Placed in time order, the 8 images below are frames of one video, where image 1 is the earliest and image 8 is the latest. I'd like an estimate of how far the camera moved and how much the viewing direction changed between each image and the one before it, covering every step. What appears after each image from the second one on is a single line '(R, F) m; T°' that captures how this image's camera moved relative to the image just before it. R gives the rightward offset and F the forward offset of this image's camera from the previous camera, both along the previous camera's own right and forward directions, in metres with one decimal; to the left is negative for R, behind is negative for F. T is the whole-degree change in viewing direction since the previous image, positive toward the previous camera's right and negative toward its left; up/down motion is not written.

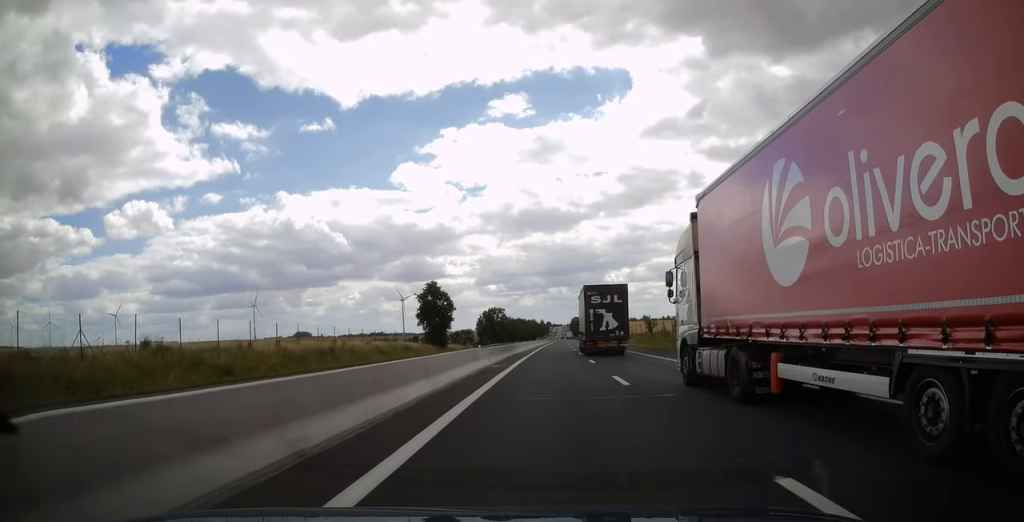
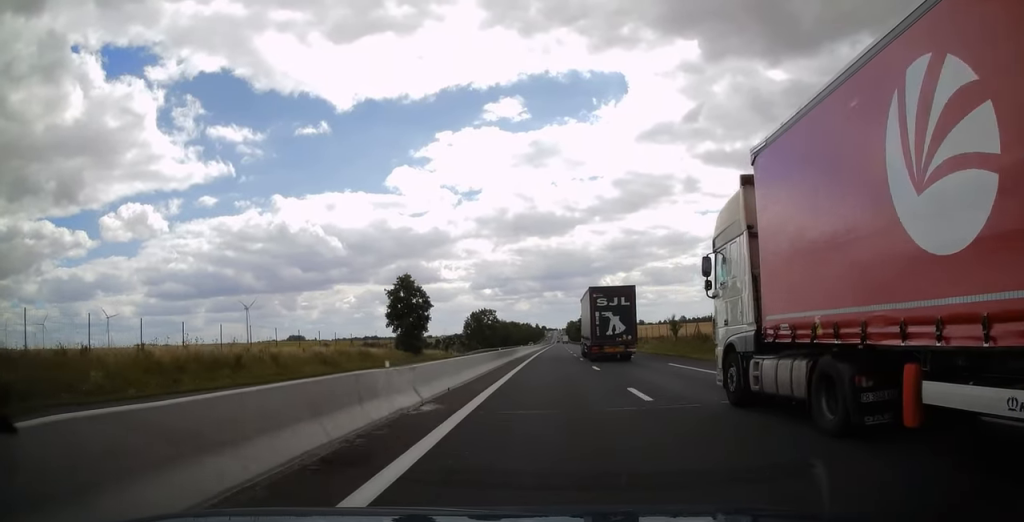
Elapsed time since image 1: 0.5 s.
(+0.1, +15.4) m; 0°
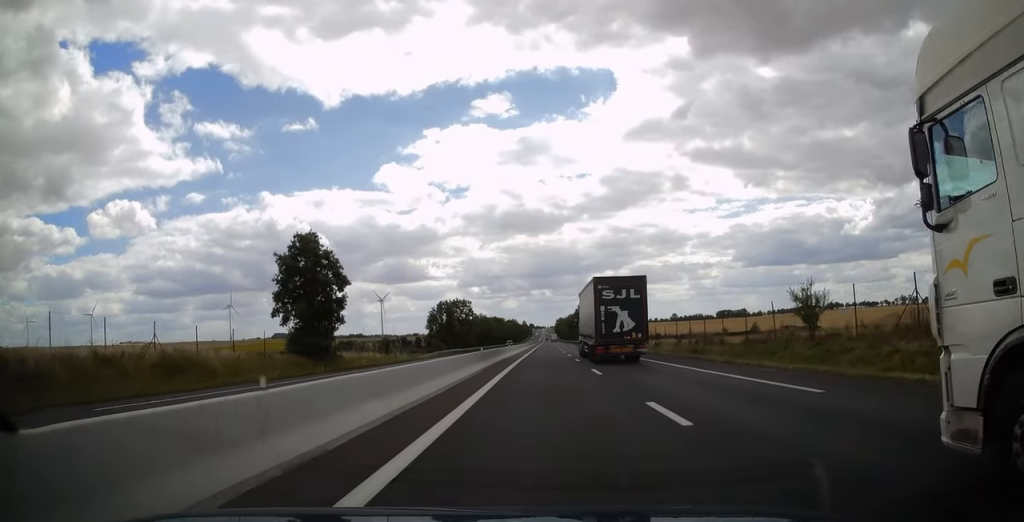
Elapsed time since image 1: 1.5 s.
(+0.1, +30.1) m; 0°
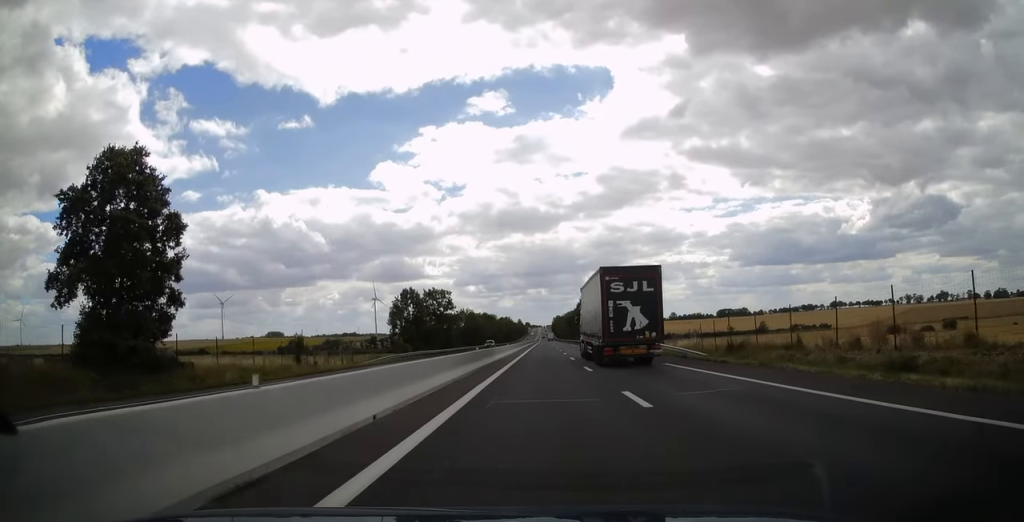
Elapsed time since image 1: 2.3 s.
(+0.1, +23.6) m; 0°
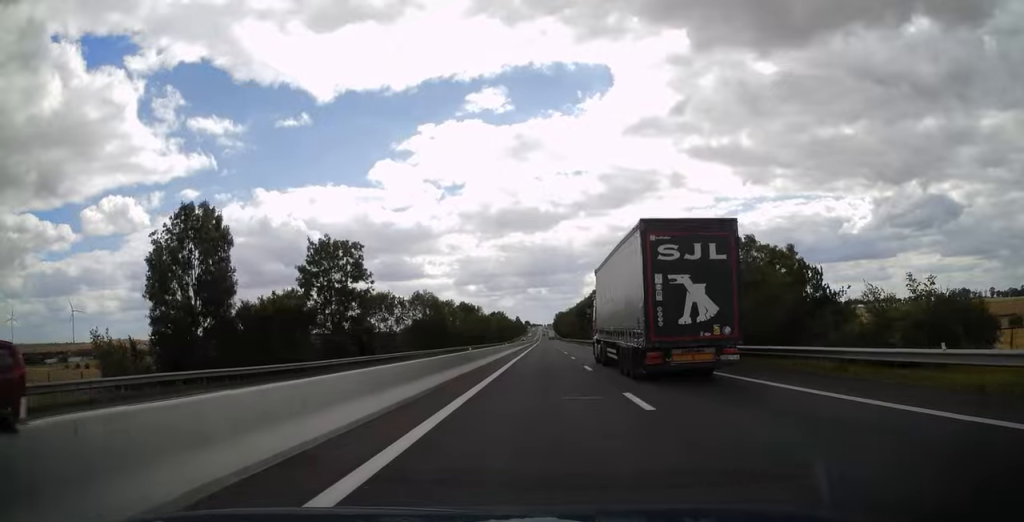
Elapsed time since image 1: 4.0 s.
(+0.6, +52.4) m; +1°
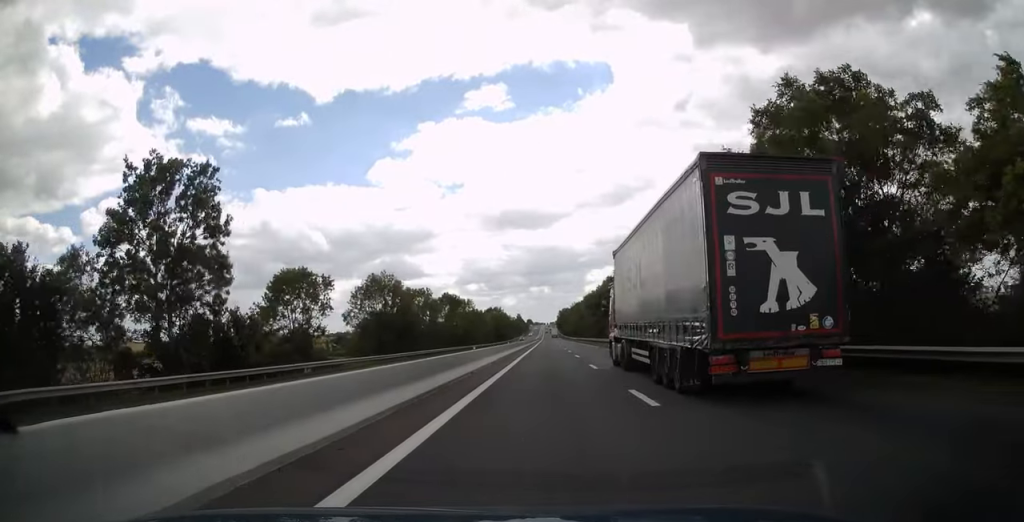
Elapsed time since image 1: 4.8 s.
(-0.2, +26.1) m; 0°
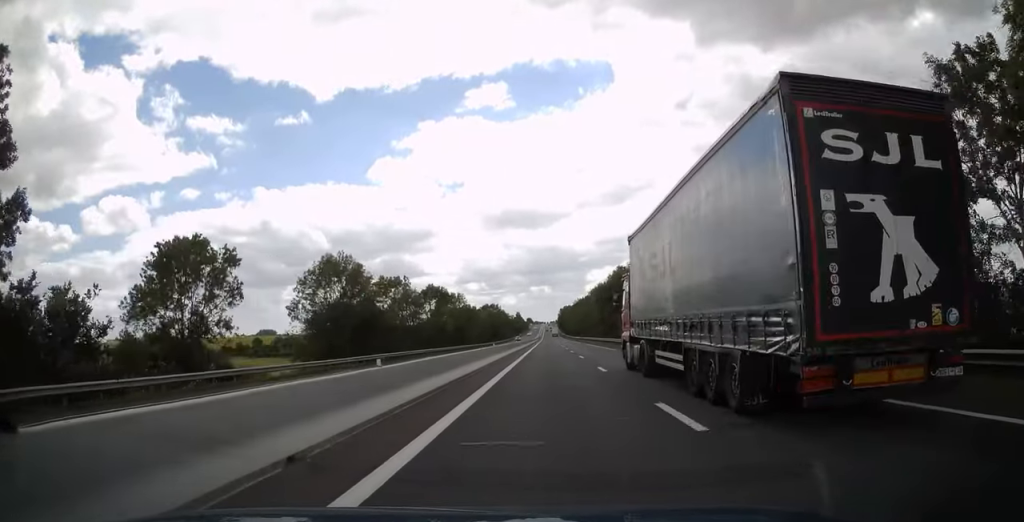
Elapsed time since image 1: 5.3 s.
(-0.2, +15.5) m; 0°
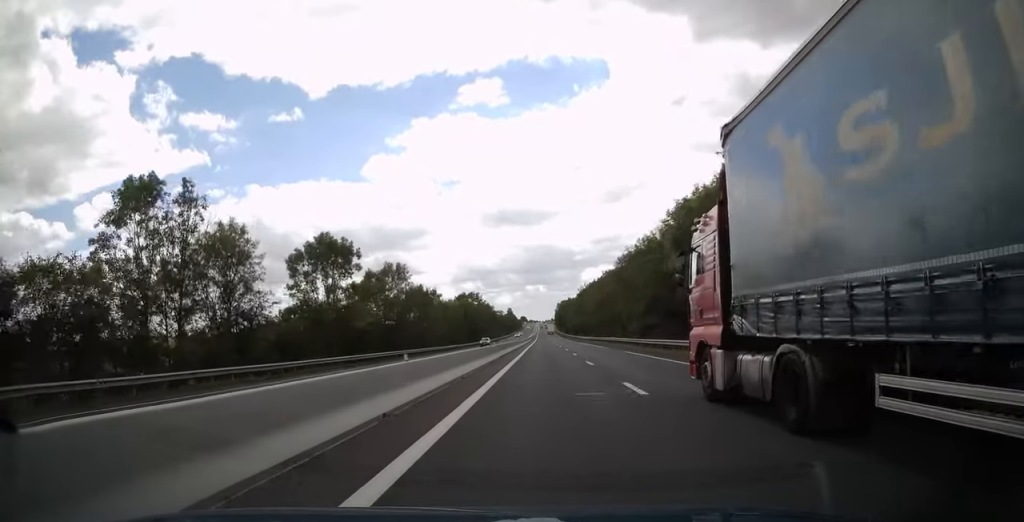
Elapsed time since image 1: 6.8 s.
(+0.4, +47.8) m; 0°
